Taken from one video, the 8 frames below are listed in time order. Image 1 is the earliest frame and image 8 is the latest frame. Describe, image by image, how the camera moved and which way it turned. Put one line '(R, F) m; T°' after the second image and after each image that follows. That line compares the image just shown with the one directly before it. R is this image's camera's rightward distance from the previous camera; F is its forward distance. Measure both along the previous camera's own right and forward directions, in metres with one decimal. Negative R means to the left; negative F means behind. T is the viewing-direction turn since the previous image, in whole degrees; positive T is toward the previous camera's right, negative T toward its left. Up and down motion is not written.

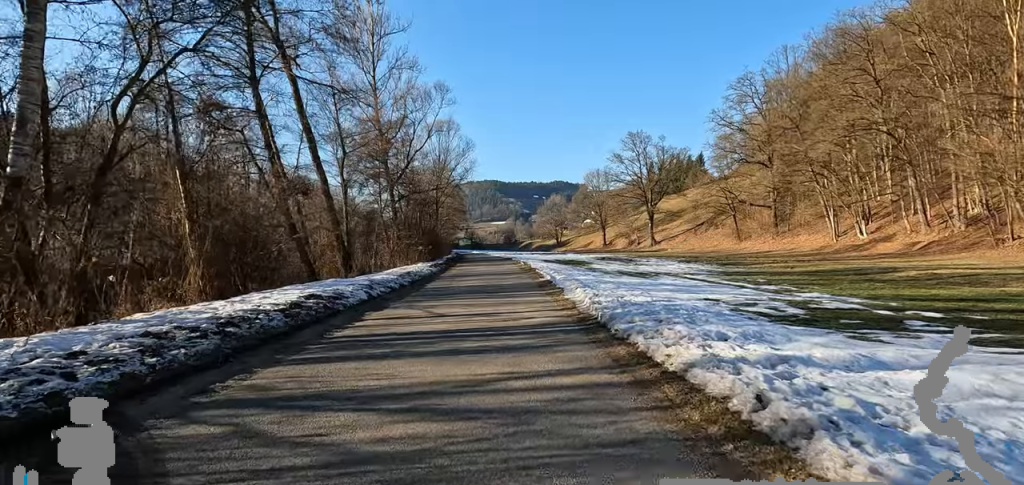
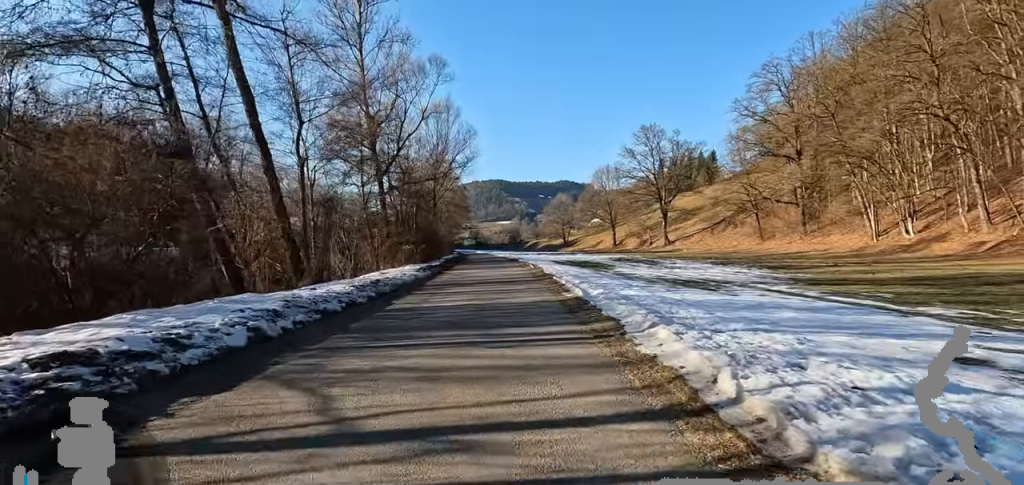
(0.0, +6.1) m; 0°
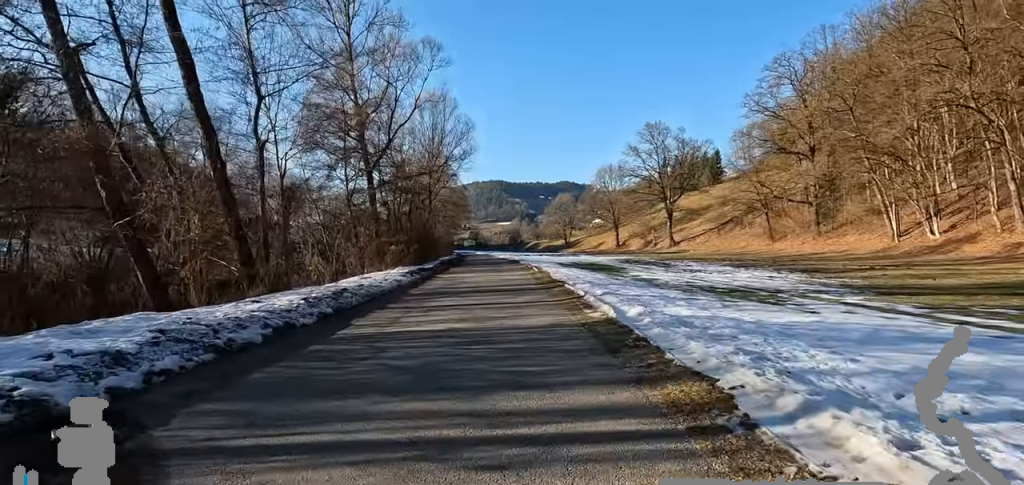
(0.0, +3.3) m; 0°
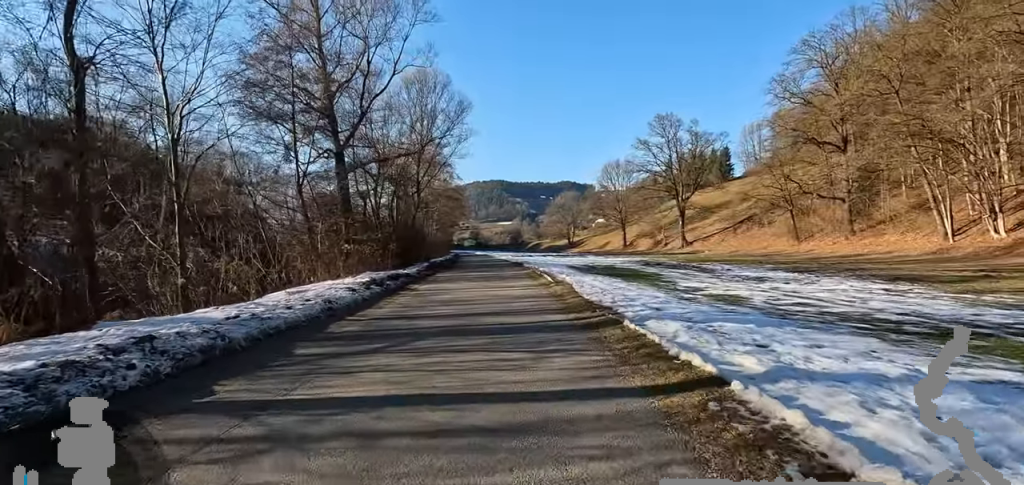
(0.0, +7.0) m; 0°
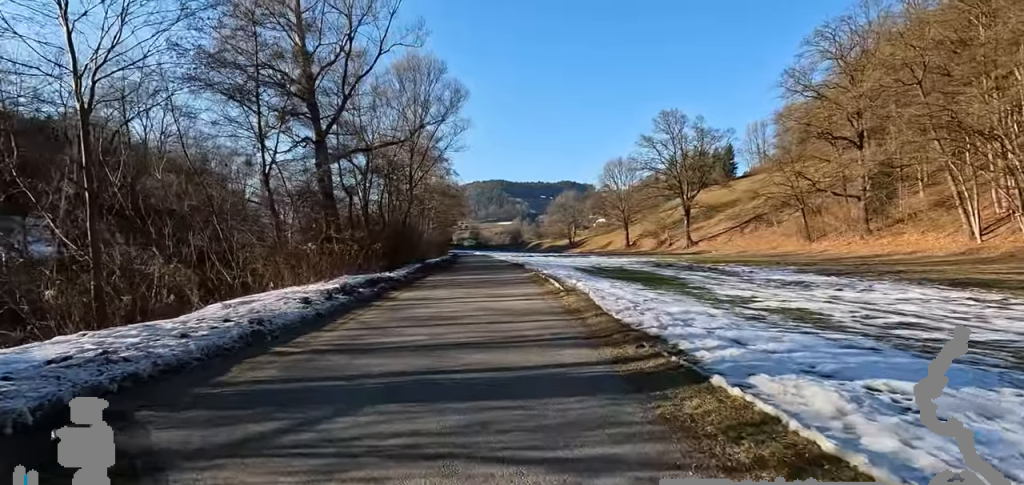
(0.0, +3.1) m; 0°
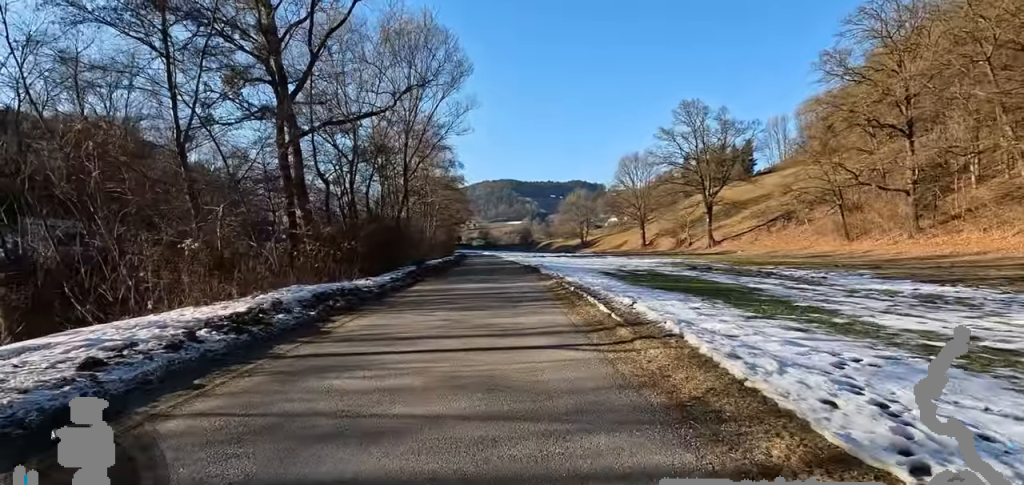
(0.0, +5.7) m; 0°
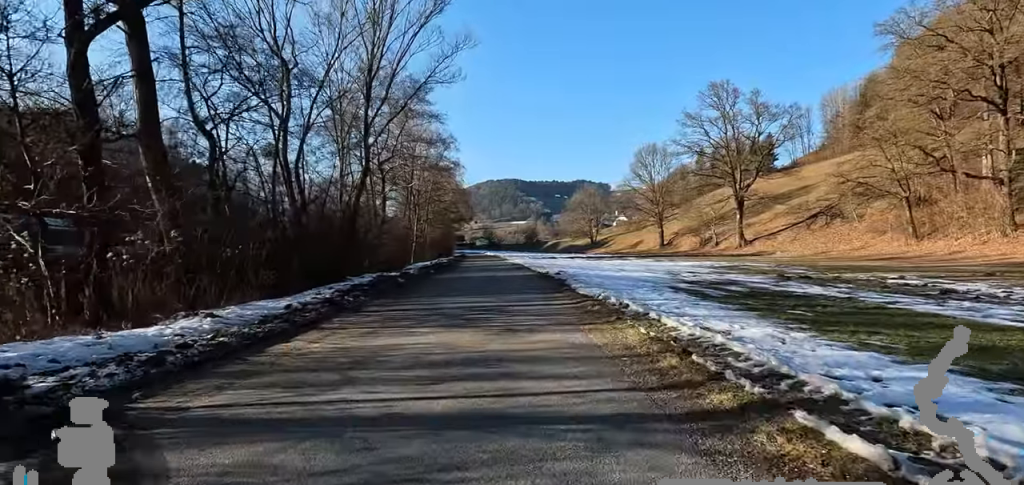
(0.0, +10.4) m; 0°
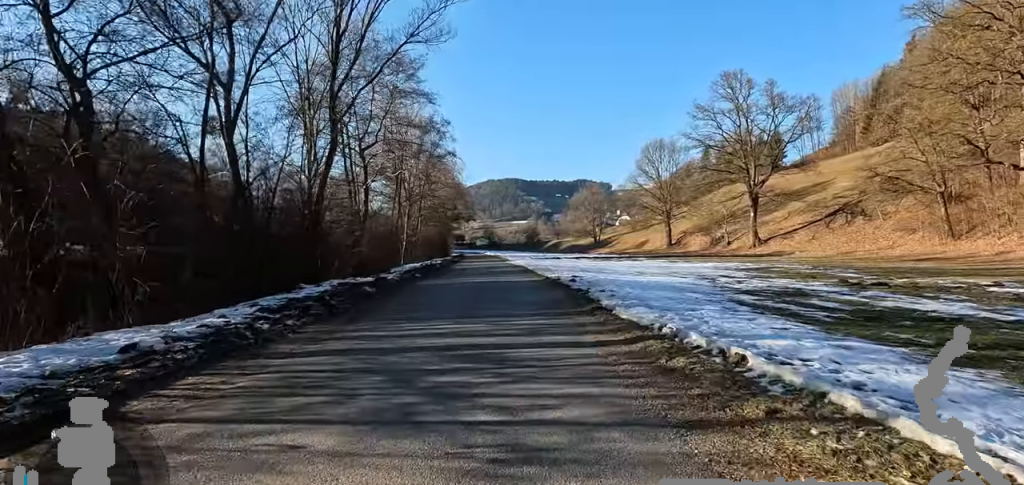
(0.0, +4.6) m; 0°
